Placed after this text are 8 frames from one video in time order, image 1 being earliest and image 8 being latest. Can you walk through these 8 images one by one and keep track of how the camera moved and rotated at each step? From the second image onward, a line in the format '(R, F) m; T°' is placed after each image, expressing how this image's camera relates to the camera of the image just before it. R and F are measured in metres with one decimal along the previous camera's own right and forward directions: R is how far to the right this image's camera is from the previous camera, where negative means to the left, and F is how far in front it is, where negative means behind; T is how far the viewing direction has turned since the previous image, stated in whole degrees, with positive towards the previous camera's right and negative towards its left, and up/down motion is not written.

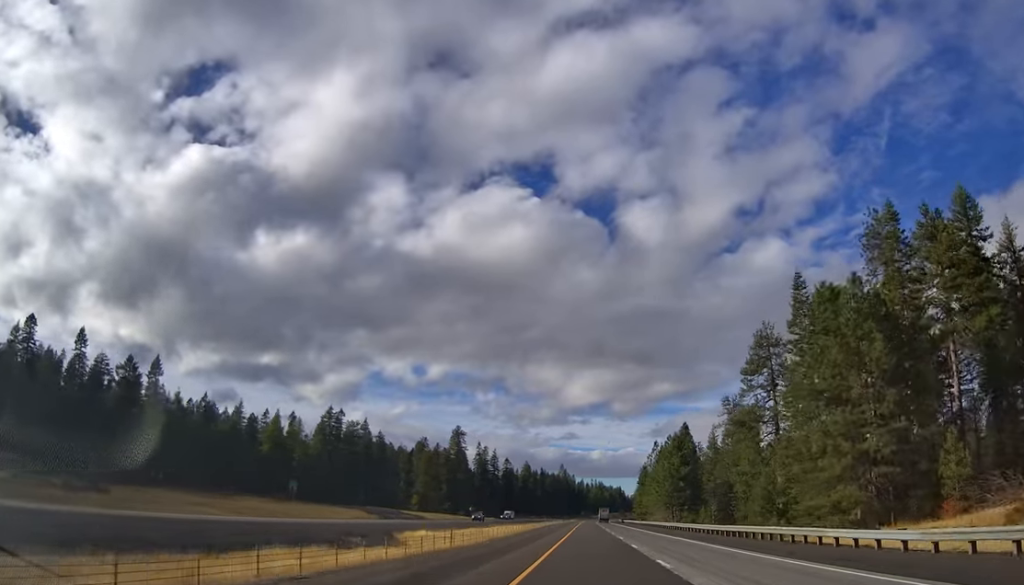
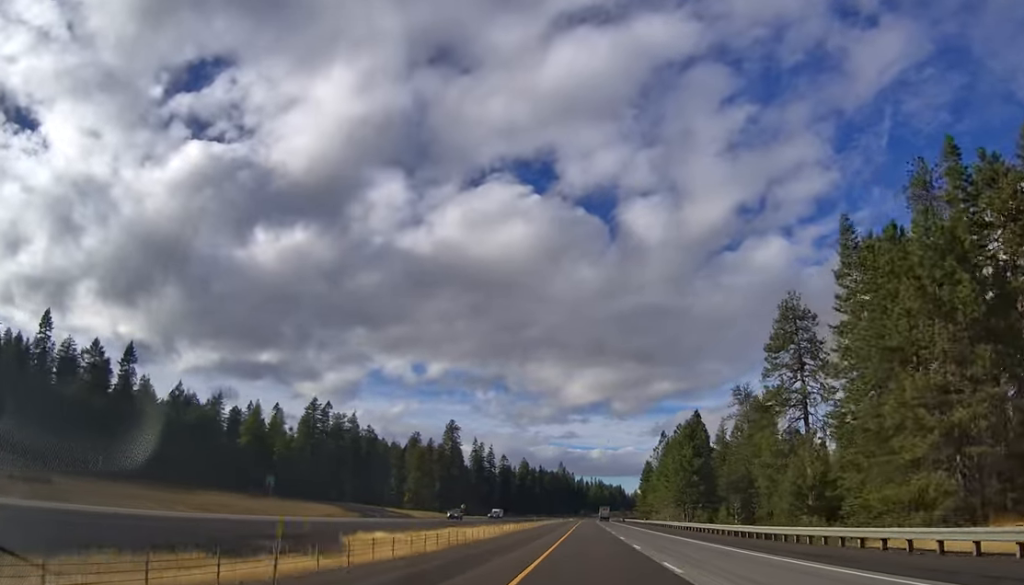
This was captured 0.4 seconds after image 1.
(-0.1, +14.0) m; 0°
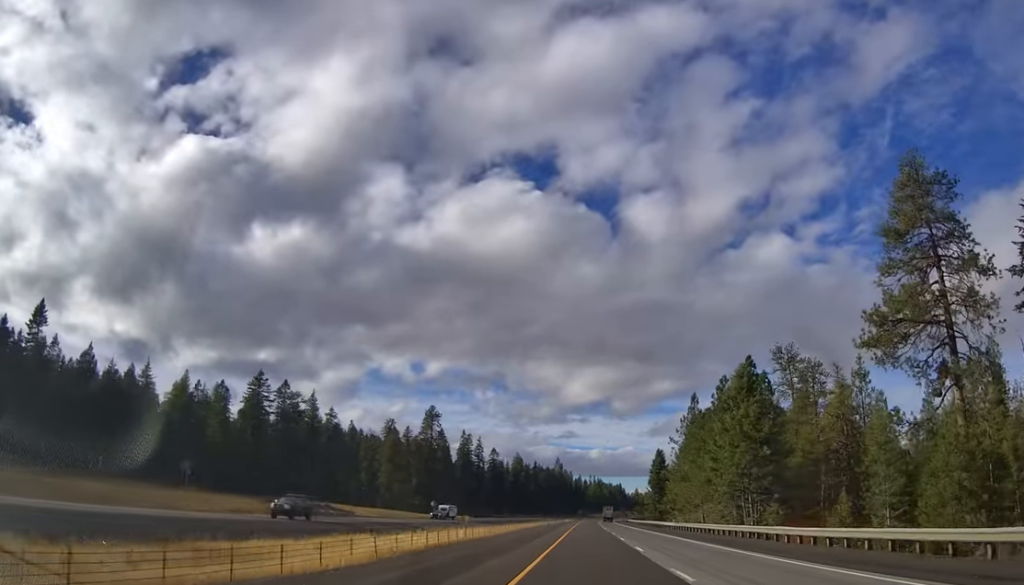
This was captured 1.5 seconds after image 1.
(-0.1, +38.8) m; 0°
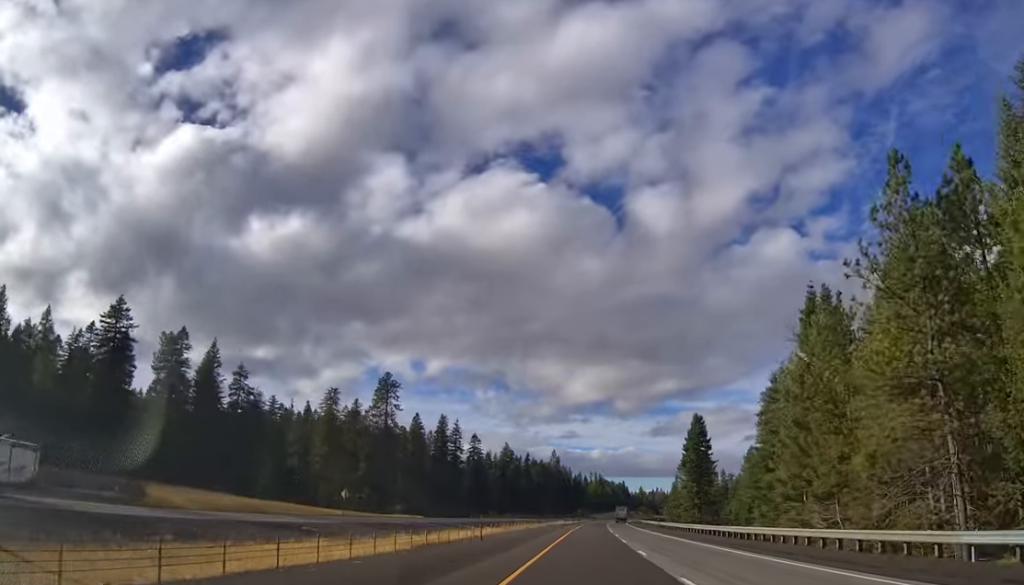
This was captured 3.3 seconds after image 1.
(-0.3, +63.8) m; -1°
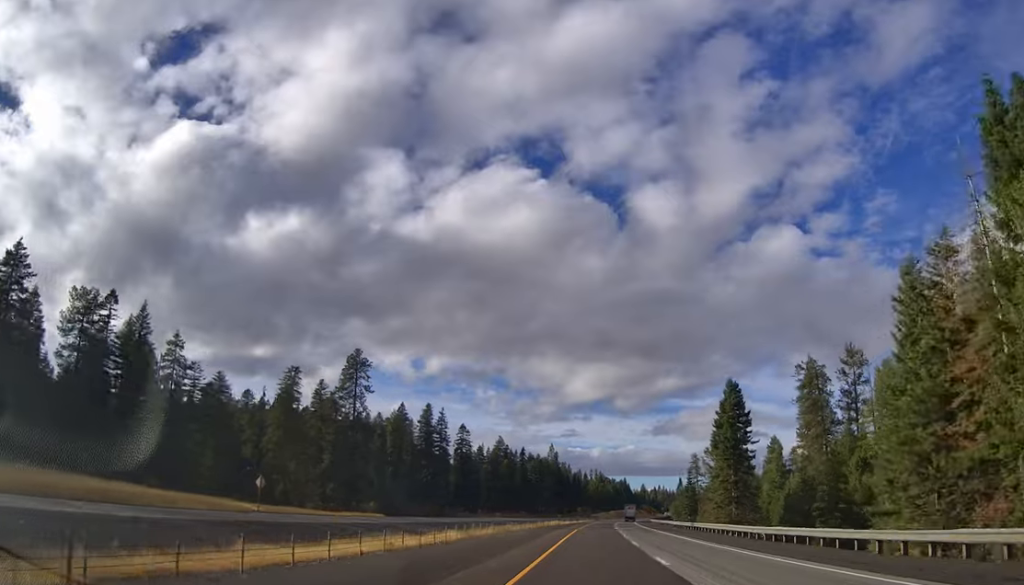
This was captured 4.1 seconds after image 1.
(-0.3, +29.7) m; 0°
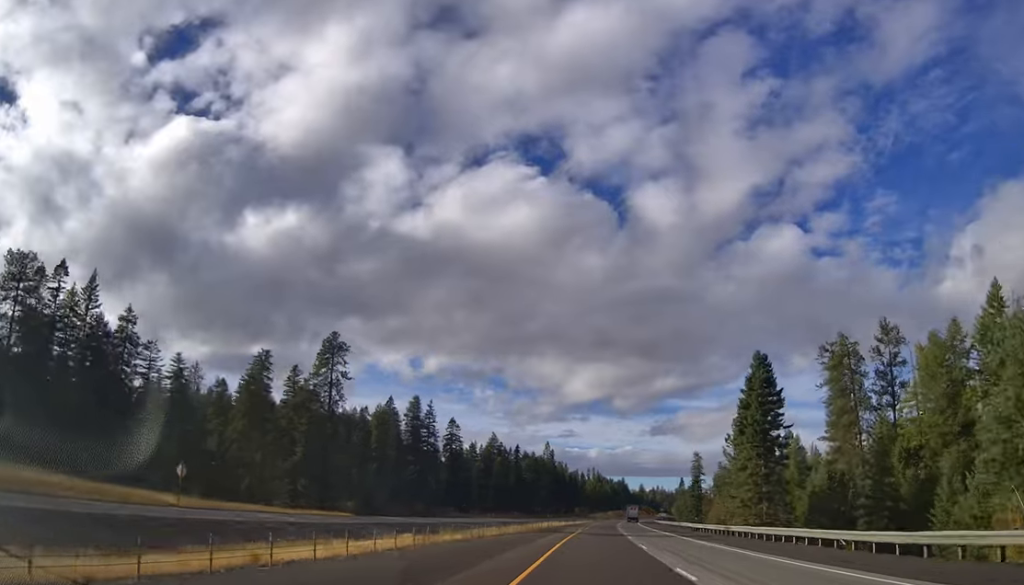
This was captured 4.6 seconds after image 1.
(-0.2, +16.6) m; 0°
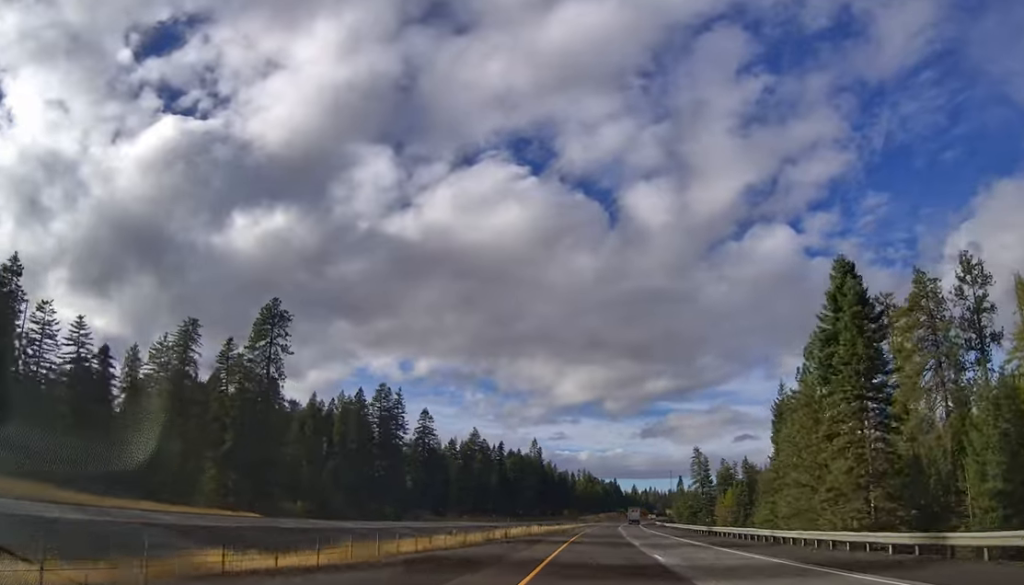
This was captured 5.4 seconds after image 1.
(+0.7, +29.8) m; +1°
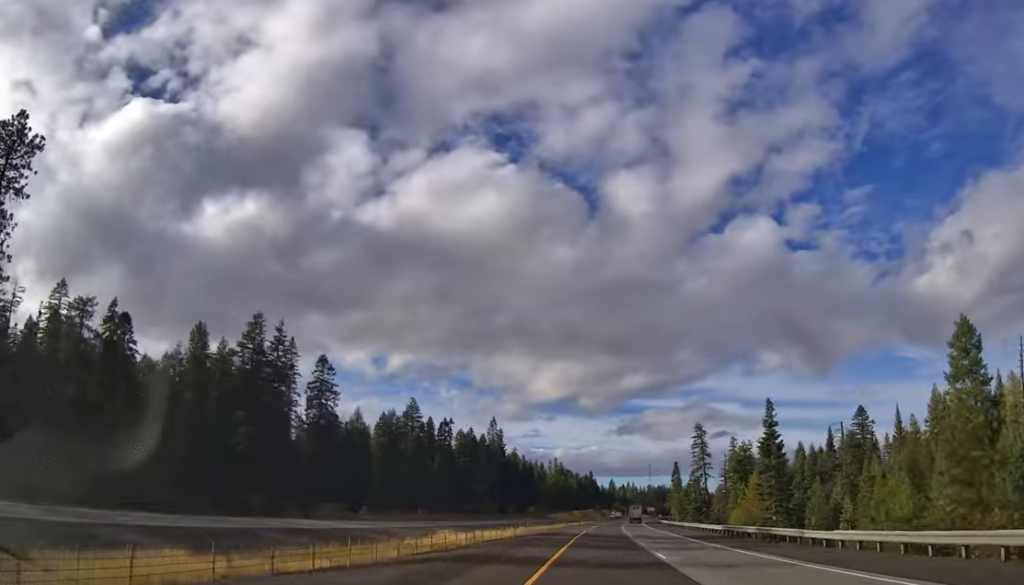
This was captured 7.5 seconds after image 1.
(+0.2, +73.1) m; 0°
